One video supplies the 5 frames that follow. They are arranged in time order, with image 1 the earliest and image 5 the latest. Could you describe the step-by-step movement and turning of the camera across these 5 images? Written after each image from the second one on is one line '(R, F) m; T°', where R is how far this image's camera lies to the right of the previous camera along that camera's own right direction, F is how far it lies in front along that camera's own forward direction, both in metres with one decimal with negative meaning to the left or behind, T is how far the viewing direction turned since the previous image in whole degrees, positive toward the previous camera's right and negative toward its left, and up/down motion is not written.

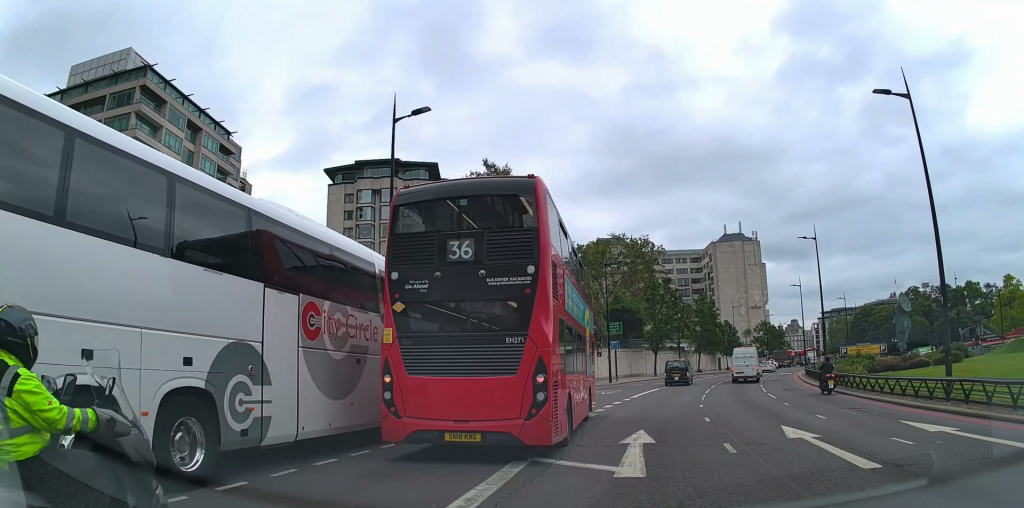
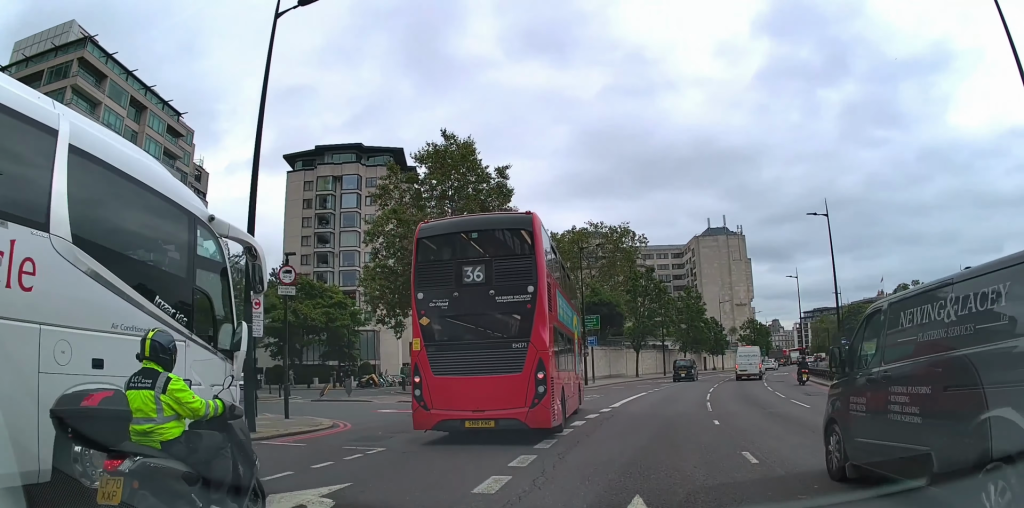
(+0.4, +8.9) m; +5°
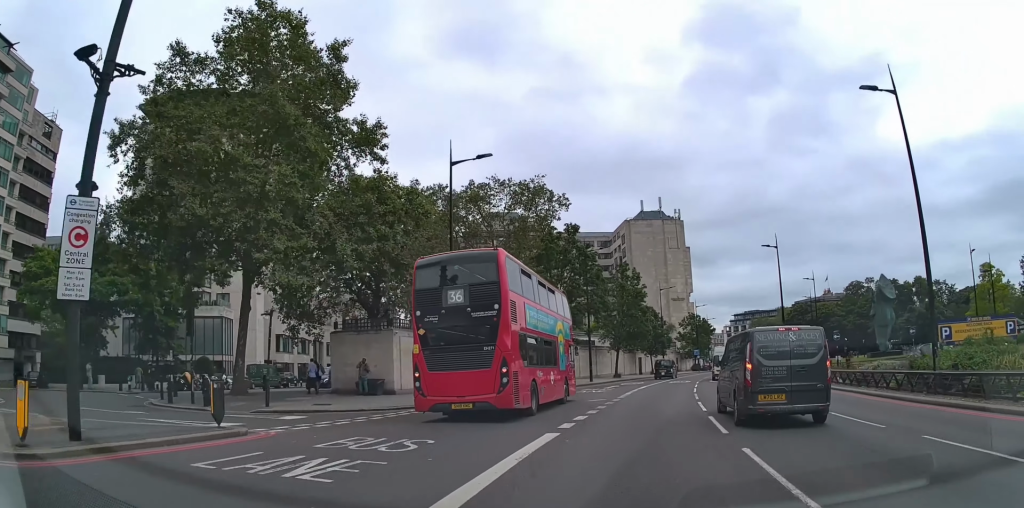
(+1.6, +20.6) m; +8°
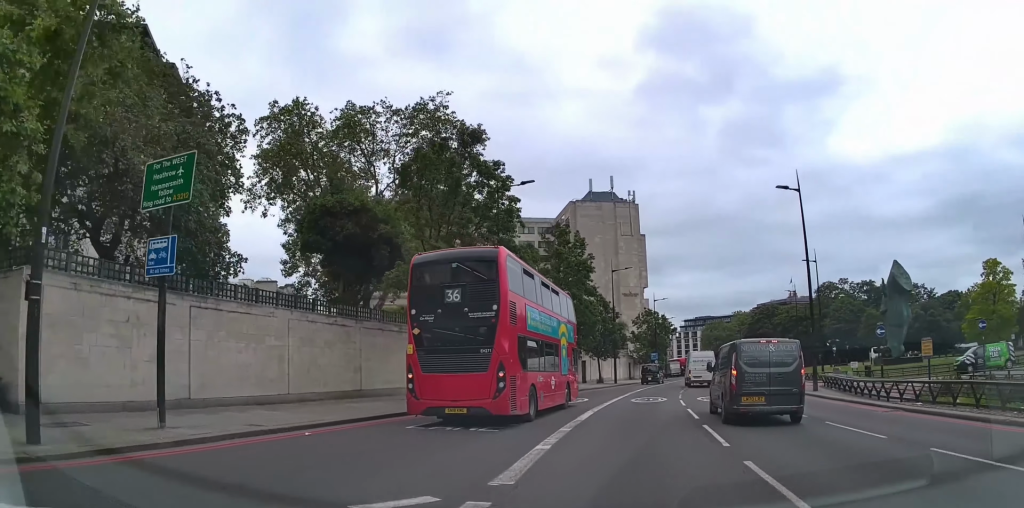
(+1.9, +17.2) m; +10°
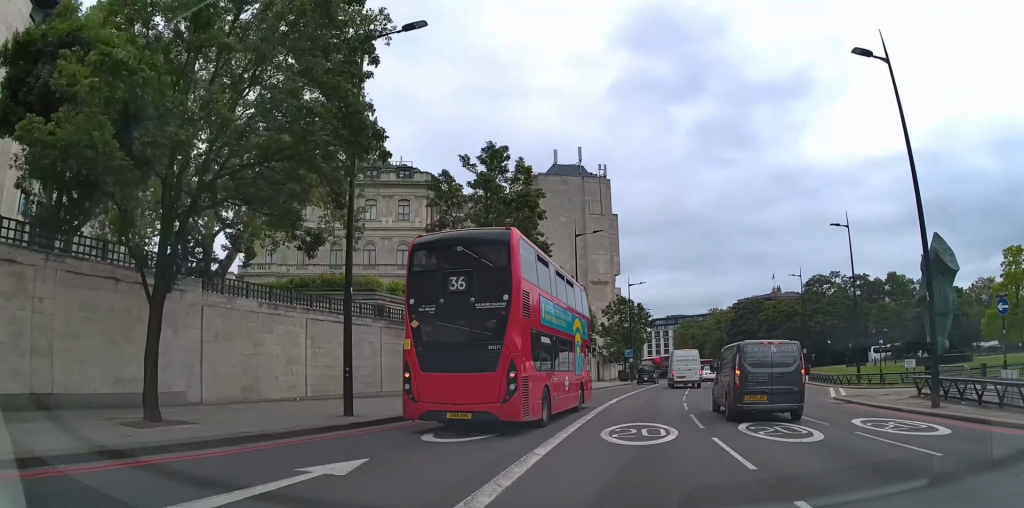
(-0.4, +13.6) m; -2°
